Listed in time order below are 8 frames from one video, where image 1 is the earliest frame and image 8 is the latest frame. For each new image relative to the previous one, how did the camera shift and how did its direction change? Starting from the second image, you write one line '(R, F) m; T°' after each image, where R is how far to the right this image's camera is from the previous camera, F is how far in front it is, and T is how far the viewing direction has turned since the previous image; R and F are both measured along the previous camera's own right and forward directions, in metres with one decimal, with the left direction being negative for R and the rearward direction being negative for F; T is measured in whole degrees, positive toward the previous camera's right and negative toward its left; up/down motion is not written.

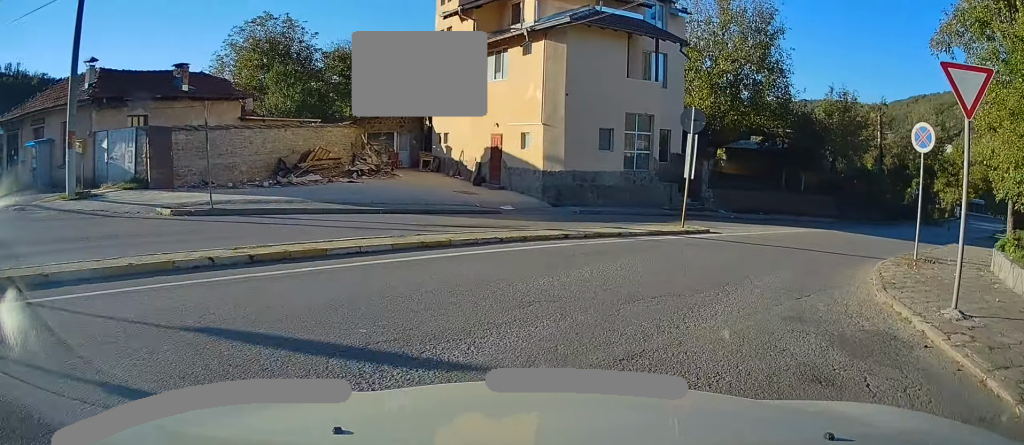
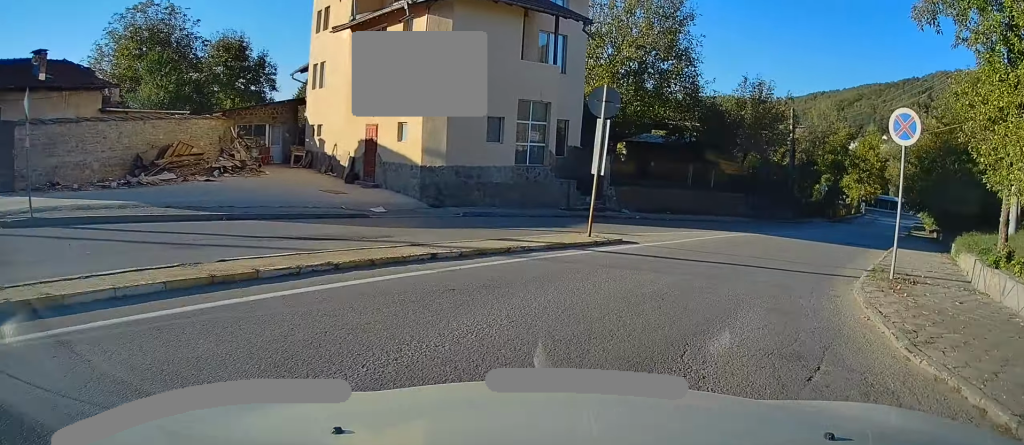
(0.0, +2.9) m; +10°
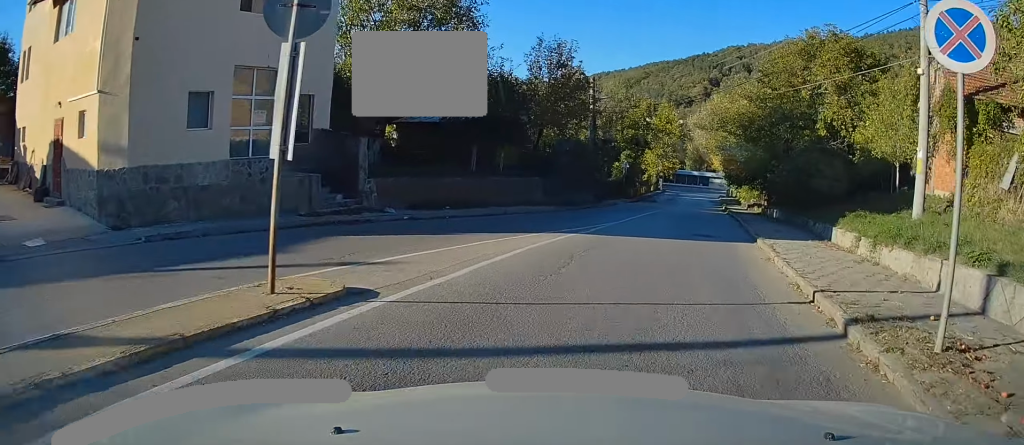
(+1.2, +6.0) m; +19°
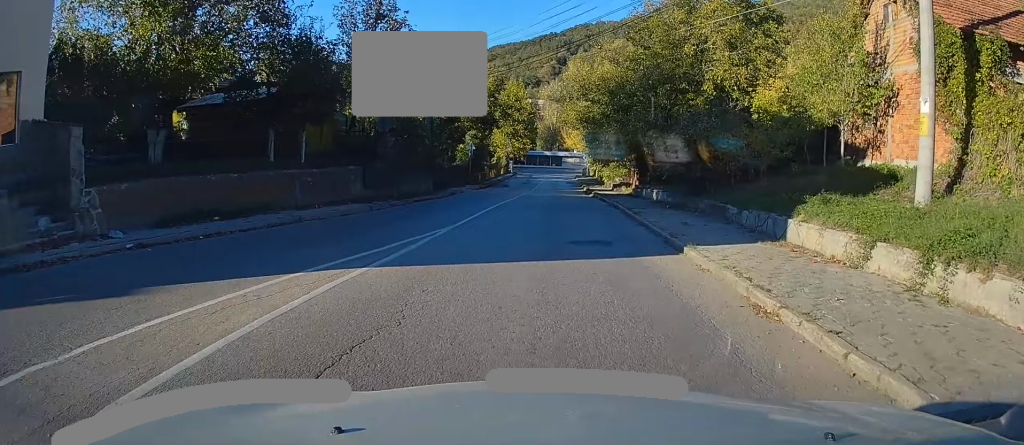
(+0.8, +6.6) m; +9°
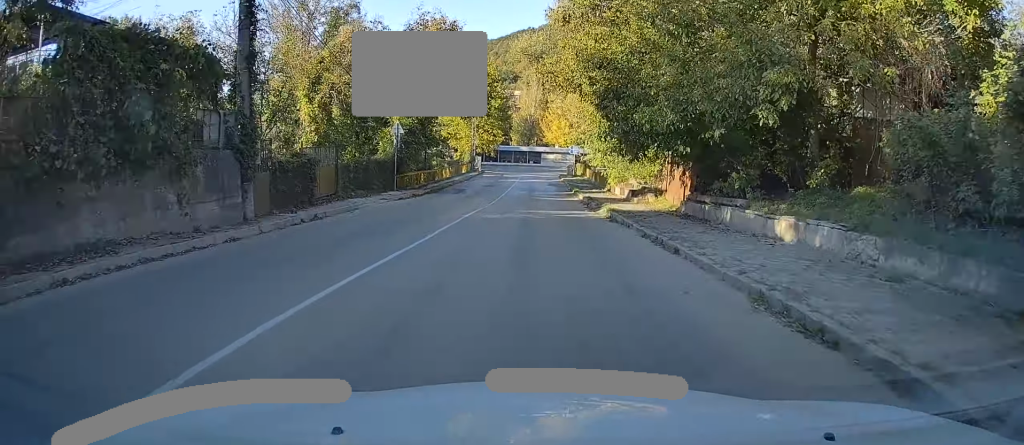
(+1.5, +18.1) m; +5°
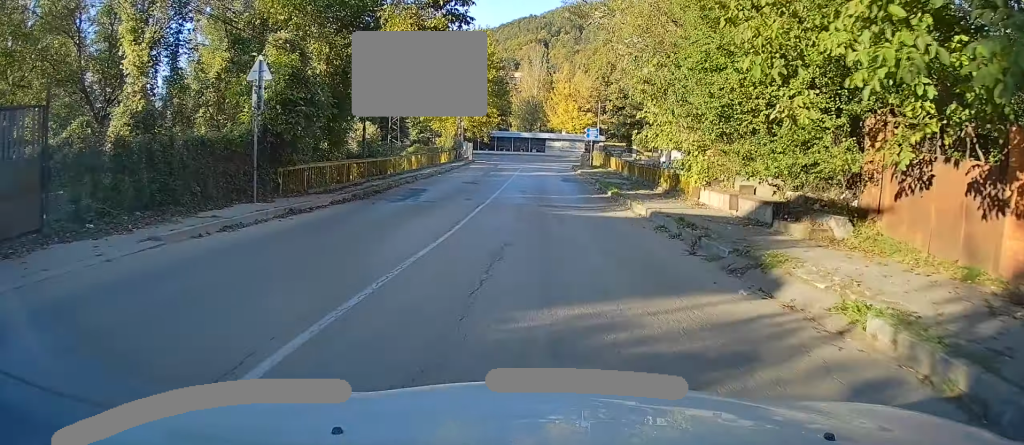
(-0.4, +15.7) m; -2°
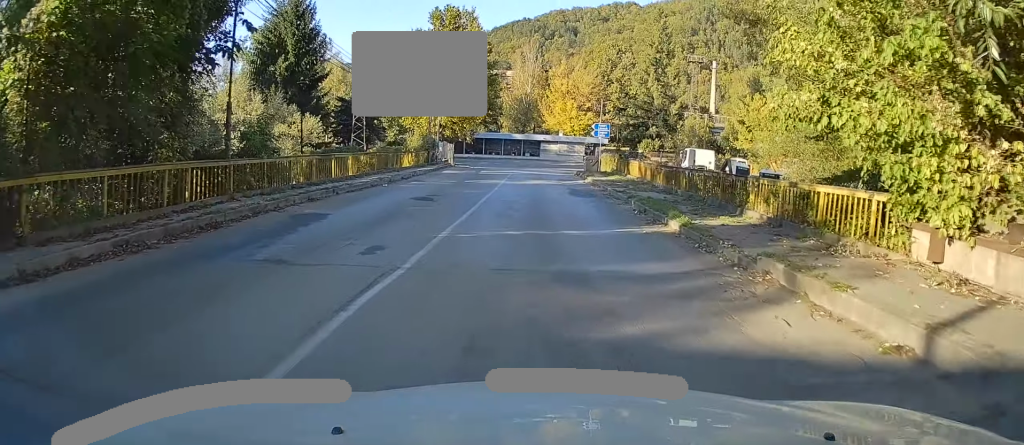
(-0.1, +11.1) m; -1°
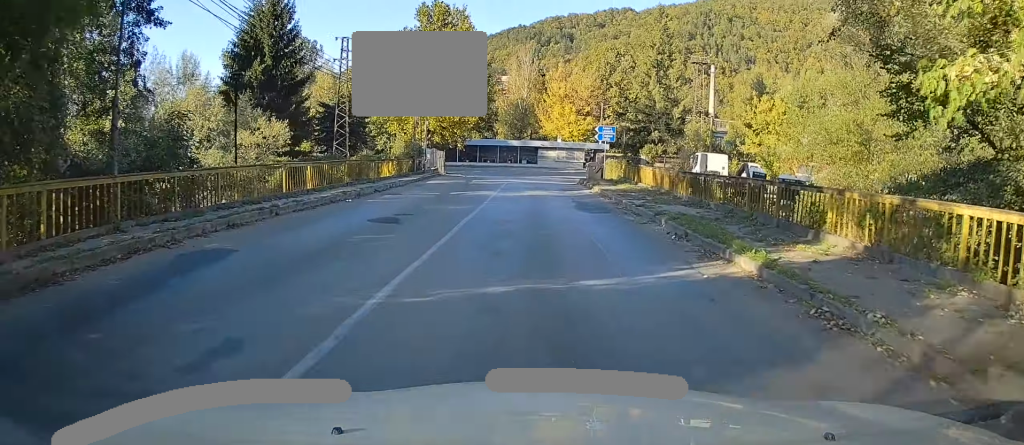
(-0.1, +4.2) m; 0°
